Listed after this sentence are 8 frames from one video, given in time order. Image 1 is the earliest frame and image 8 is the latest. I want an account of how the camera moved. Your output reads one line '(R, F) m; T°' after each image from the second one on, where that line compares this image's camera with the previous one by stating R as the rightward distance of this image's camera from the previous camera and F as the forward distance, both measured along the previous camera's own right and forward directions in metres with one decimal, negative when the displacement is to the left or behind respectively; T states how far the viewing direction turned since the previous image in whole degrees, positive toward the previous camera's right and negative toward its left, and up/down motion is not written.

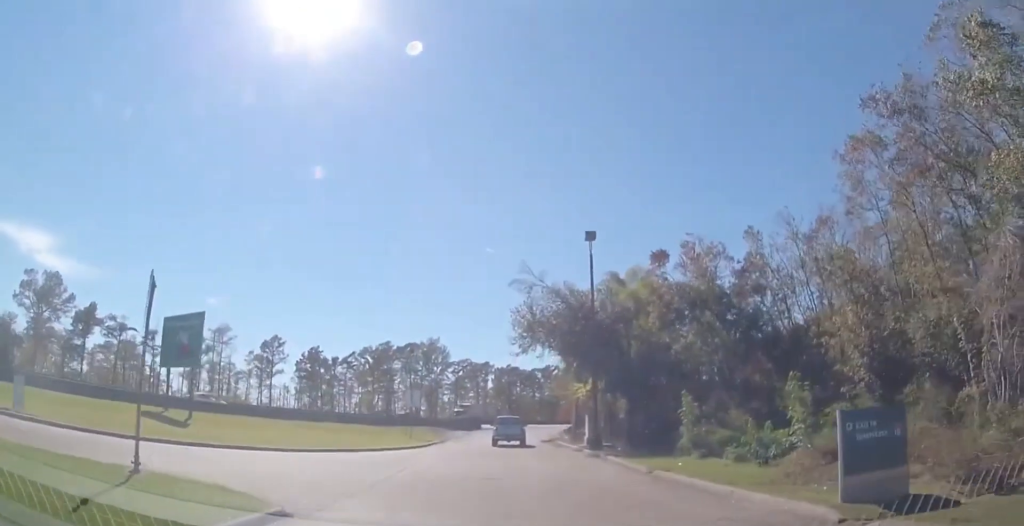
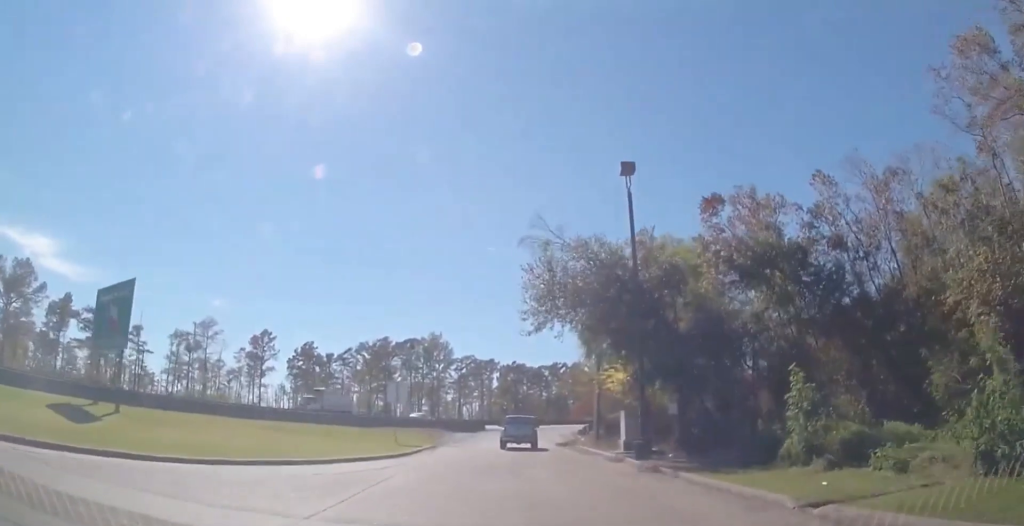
(-0.4, +7.8) m; -1°
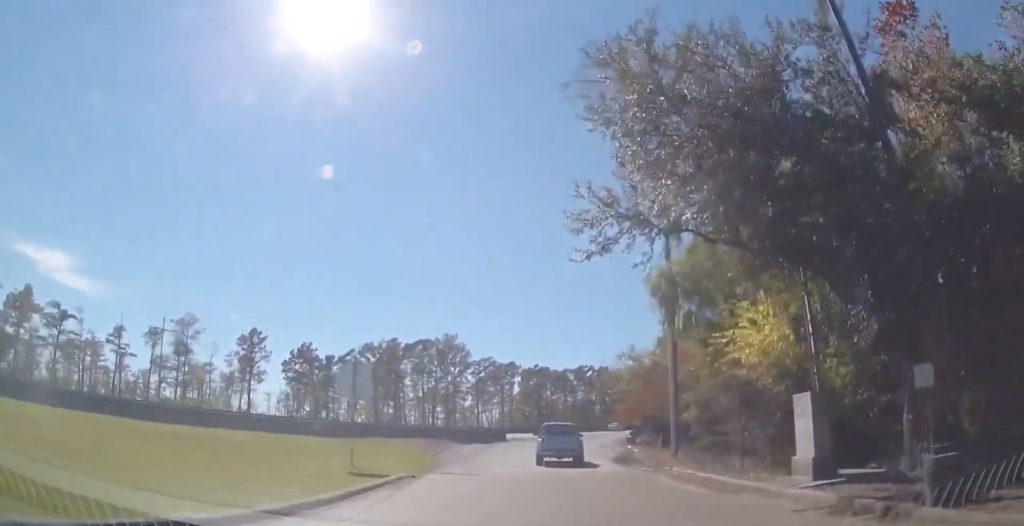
(+0.6, +12.2) m; 0°
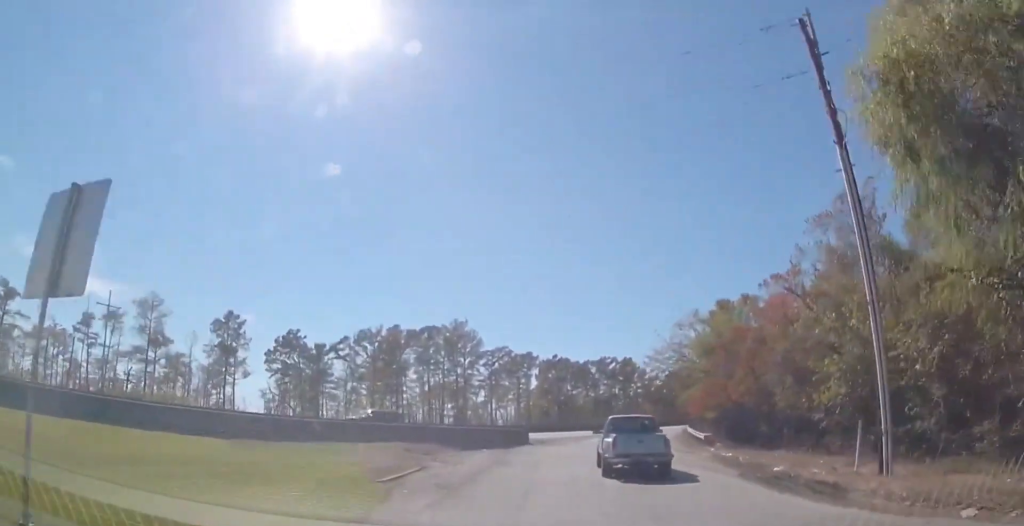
(-1.0, +12.2) m; -4°
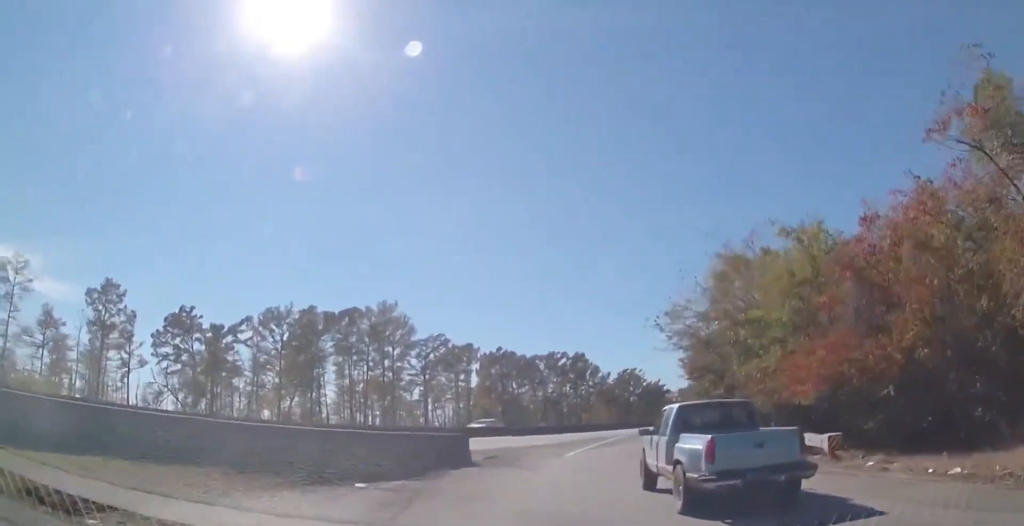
(+0.3, +14.5) m; +4°
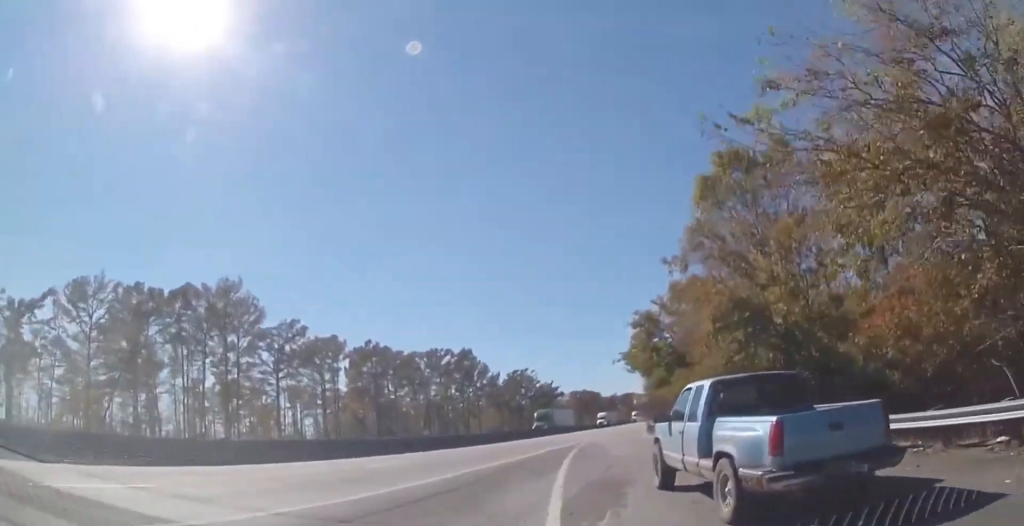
(+0.9, +19.3) m; +7°
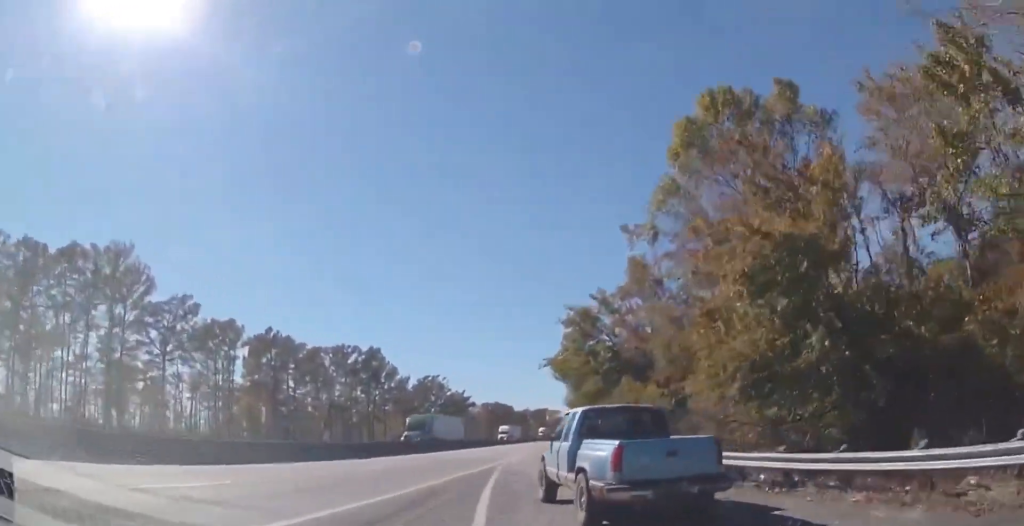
(+0.5, +7.9) m; +5°
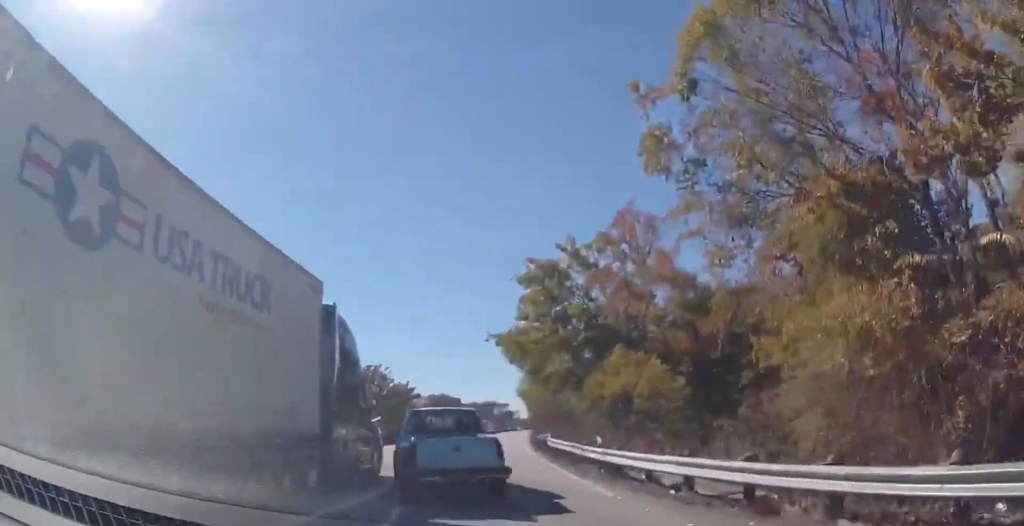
(+0.6, +9.4) m; +4°
